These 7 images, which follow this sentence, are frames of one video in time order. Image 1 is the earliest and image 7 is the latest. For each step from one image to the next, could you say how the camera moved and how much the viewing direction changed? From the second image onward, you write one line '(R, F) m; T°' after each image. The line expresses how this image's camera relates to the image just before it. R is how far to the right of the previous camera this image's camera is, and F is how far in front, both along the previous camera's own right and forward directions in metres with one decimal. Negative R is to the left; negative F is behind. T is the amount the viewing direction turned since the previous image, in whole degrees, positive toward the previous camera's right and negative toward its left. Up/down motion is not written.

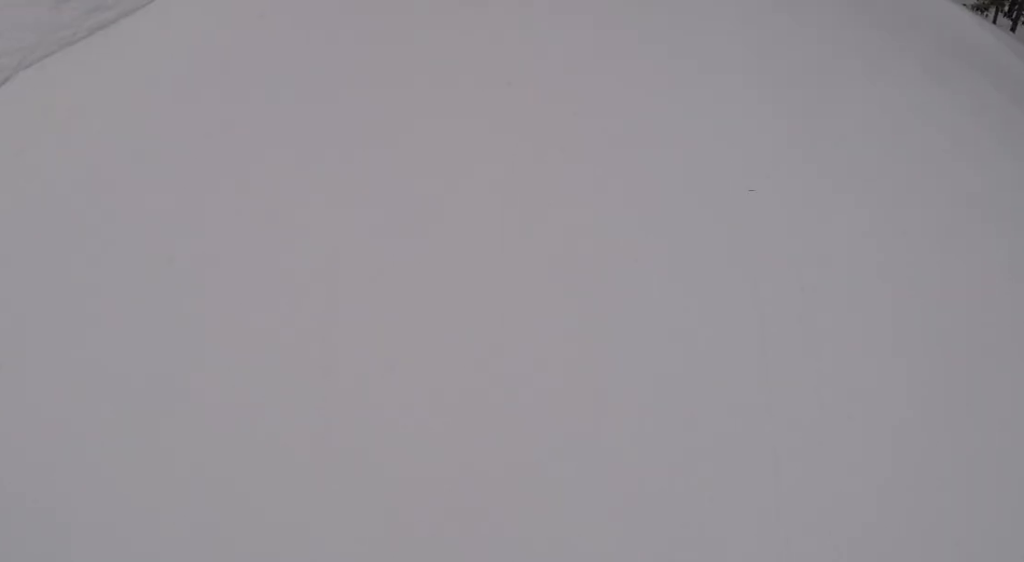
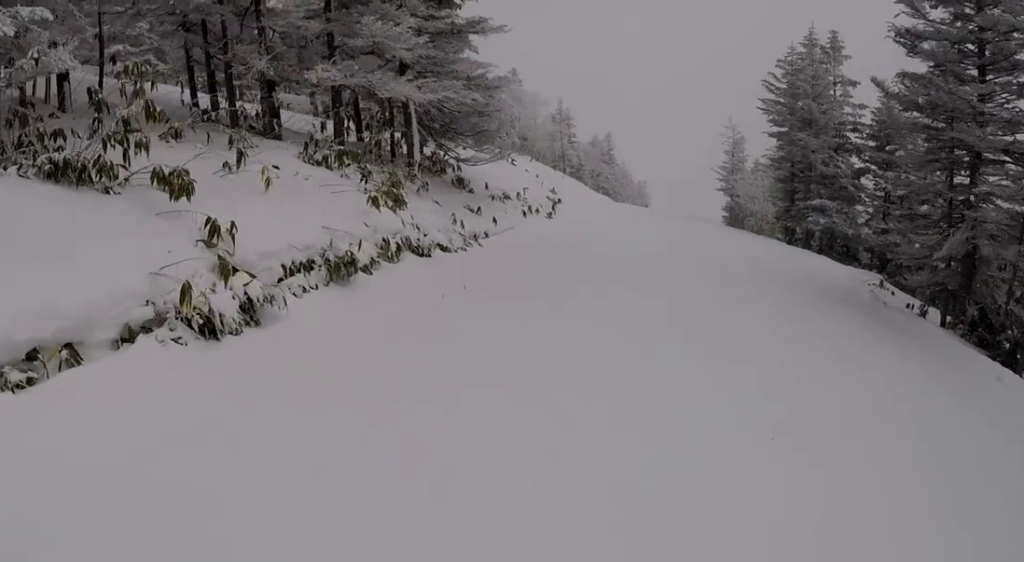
(-0.2, +6.8) m; -1°
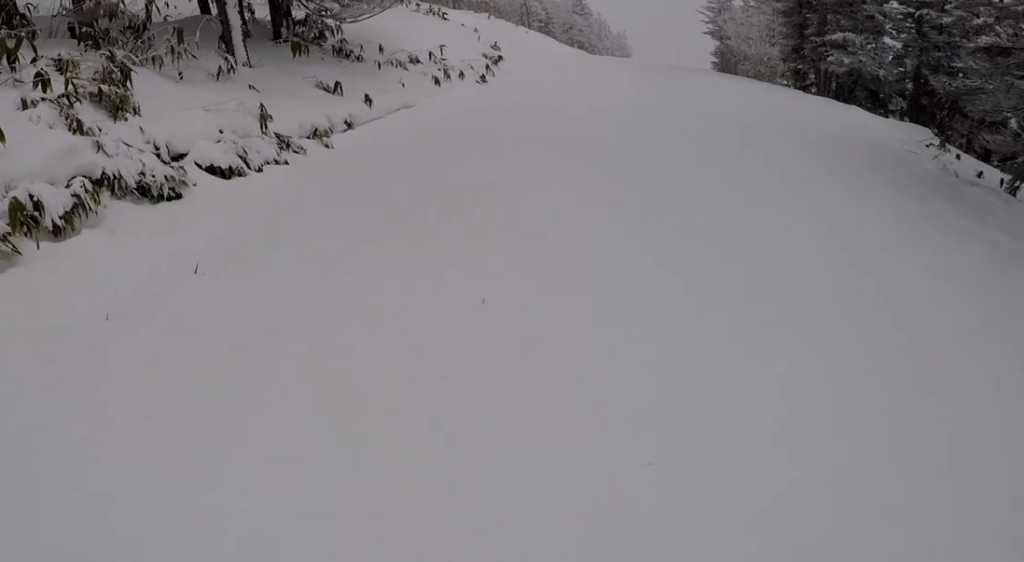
(+0.7, +5.5) m; +3°
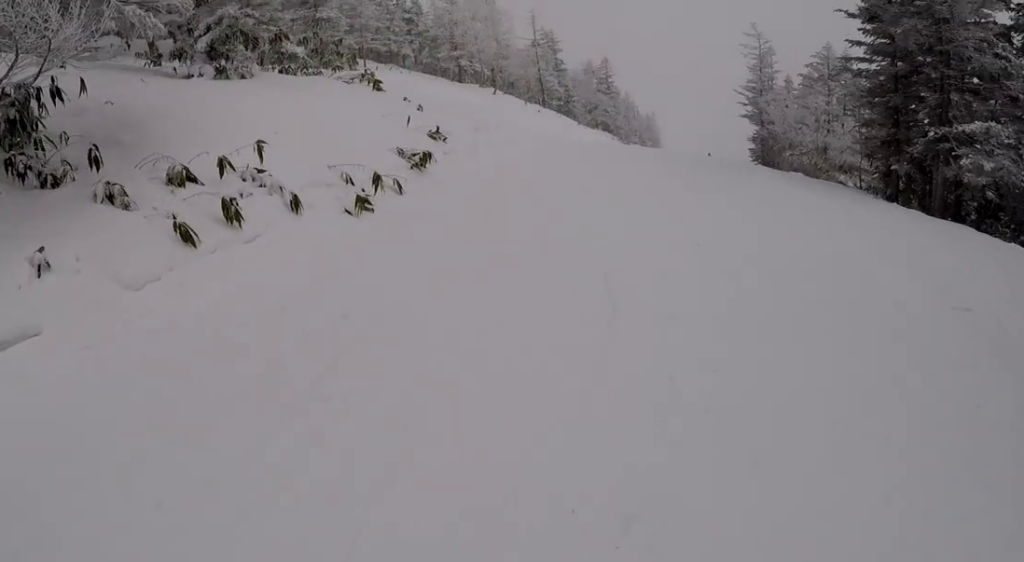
(-0.3, +7.5) m; -1°
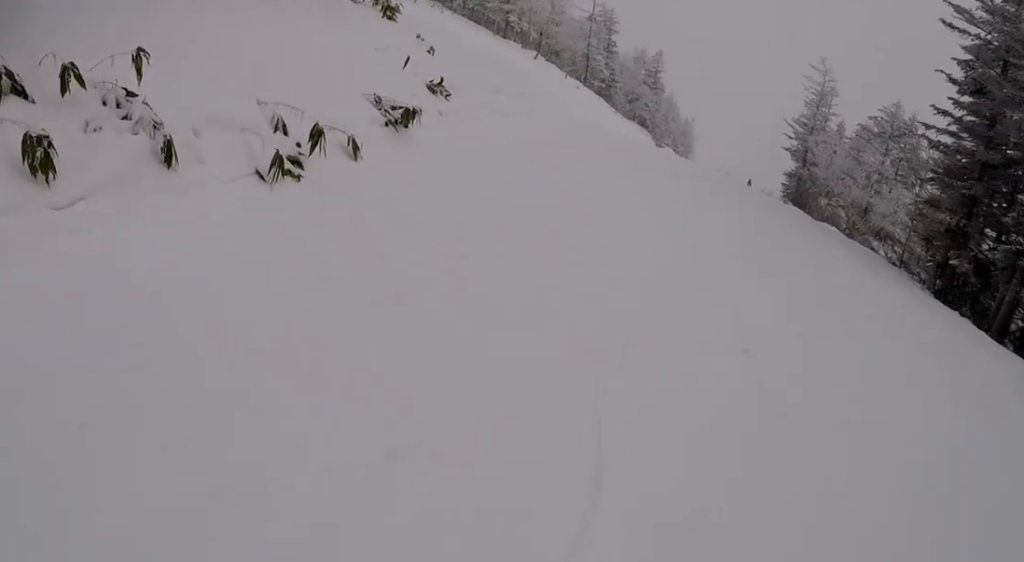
(+0.7, +2.3) m; -5°
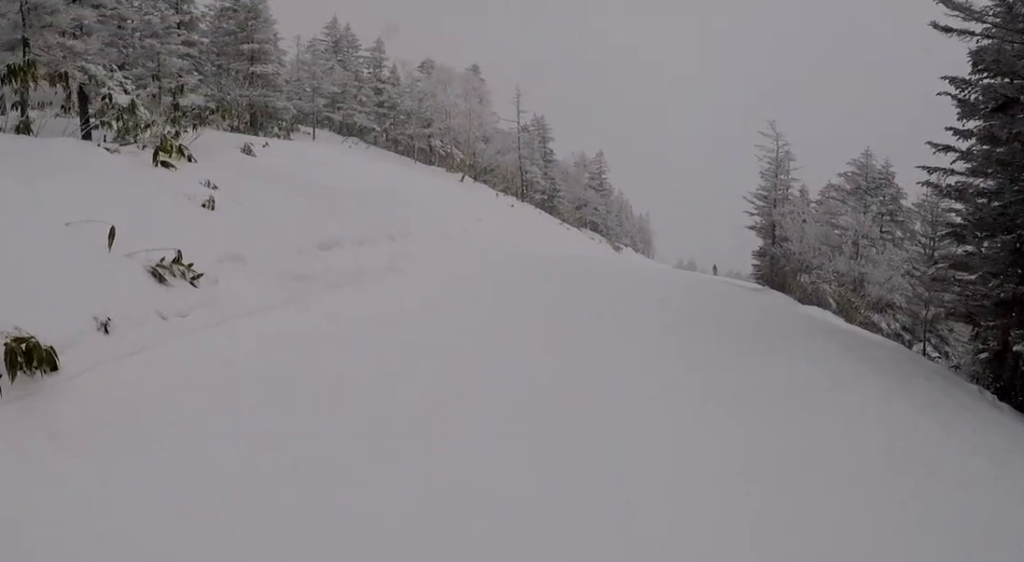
(-1.8, +4.3) m; -15°
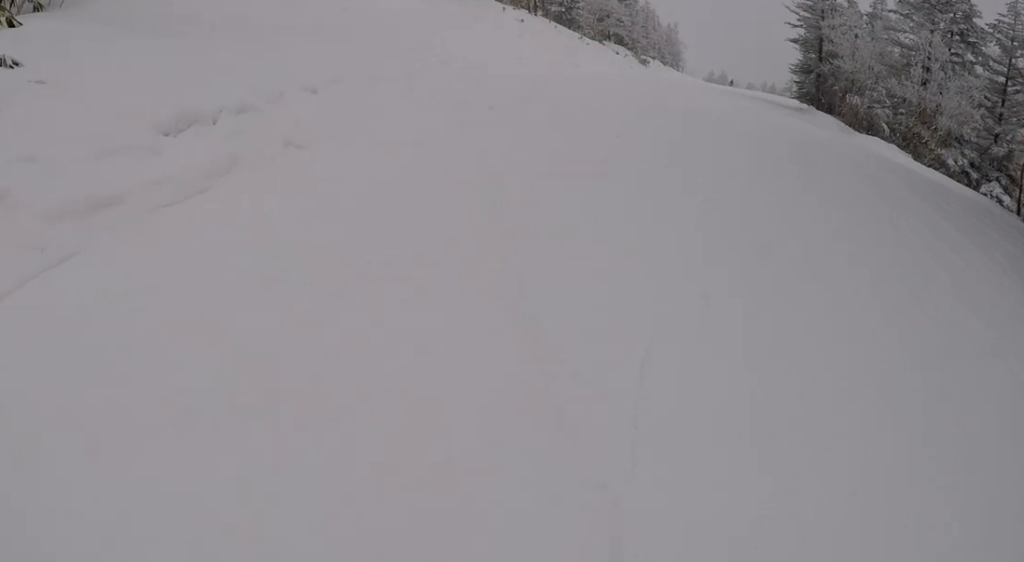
(+0.5, +2.9) m; +23°
